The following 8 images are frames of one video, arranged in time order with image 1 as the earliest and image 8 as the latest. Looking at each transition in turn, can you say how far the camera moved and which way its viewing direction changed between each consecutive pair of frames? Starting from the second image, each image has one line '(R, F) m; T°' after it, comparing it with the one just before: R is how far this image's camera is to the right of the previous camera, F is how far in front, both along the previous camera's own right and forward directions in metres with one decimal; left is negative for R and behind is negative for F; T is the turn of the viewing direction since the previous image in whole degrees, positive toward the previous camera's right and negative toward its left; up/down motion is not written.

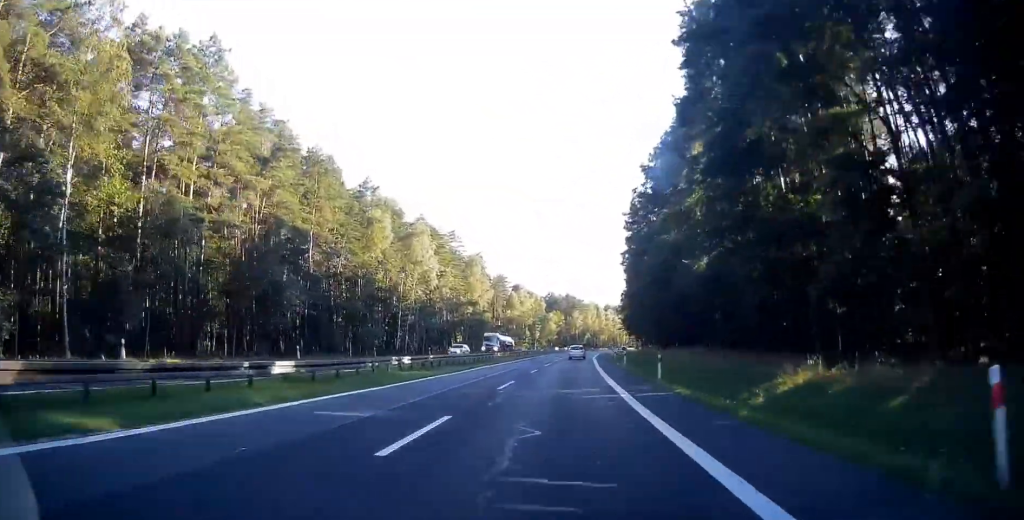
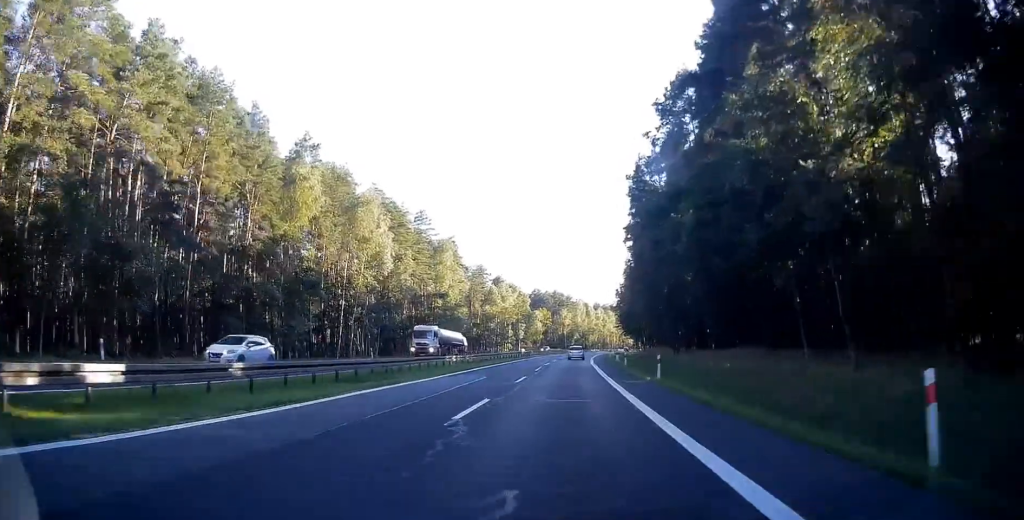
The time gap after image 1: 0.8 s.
(+0.3, +19.7) m; +2°
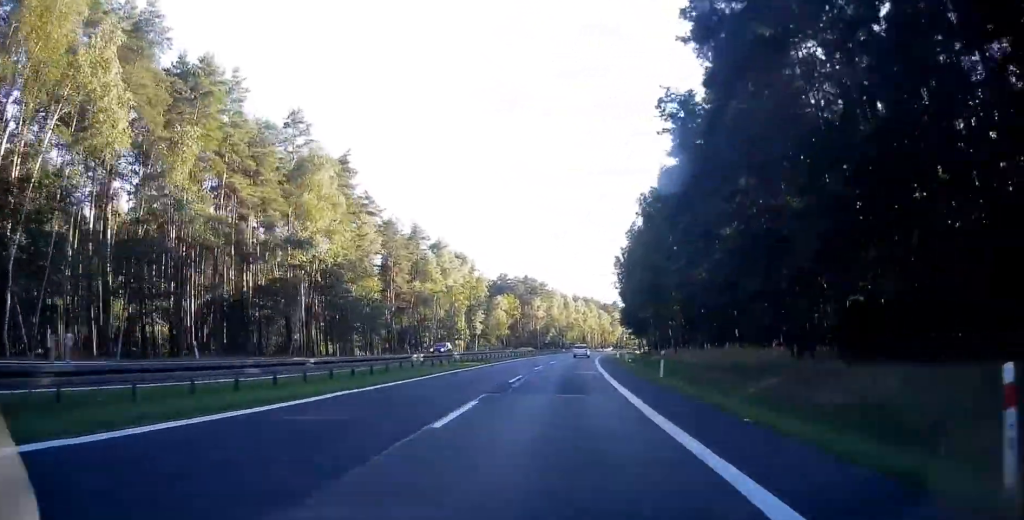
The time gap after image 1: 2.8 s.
(+1.0, +48.5) m; +2°
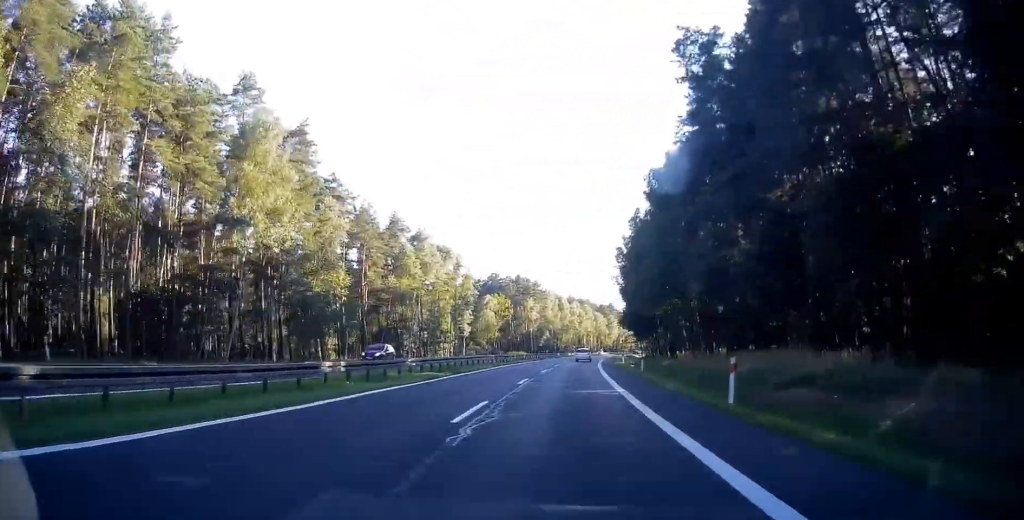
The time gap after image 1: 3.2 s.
(-0.1, +10.7) m; +1°
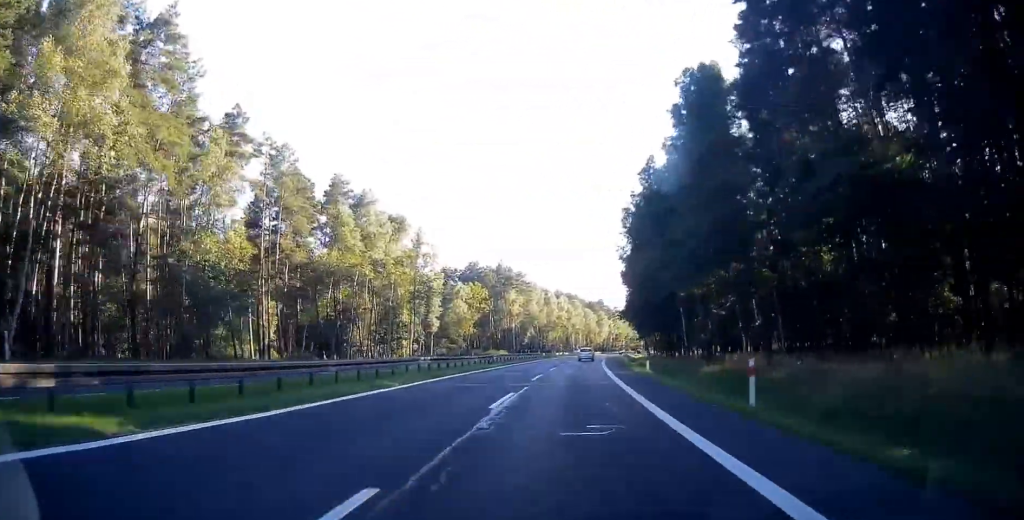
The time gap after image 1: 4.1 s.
(+0.5, +21.1) m; +2°
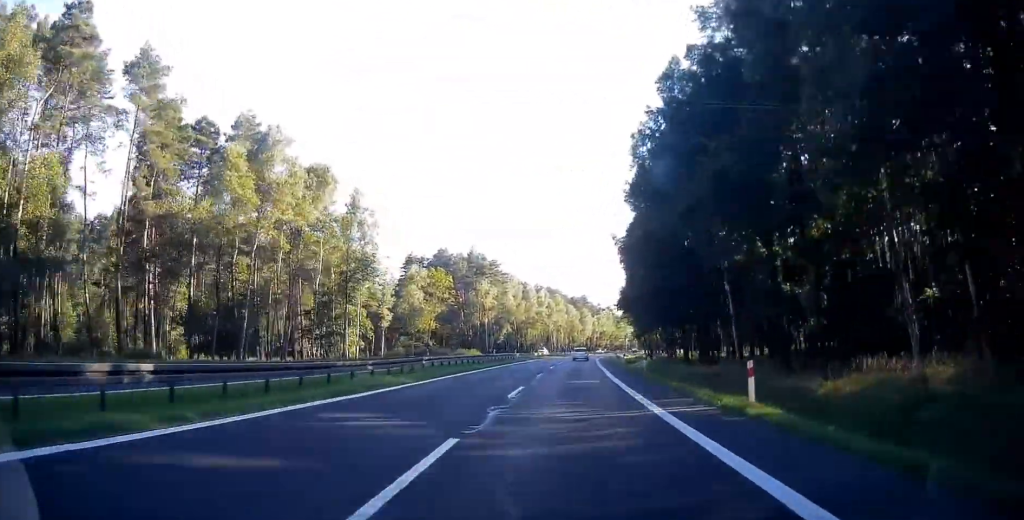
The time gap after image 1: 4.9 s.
(+0.4, +20.1) m; +2°
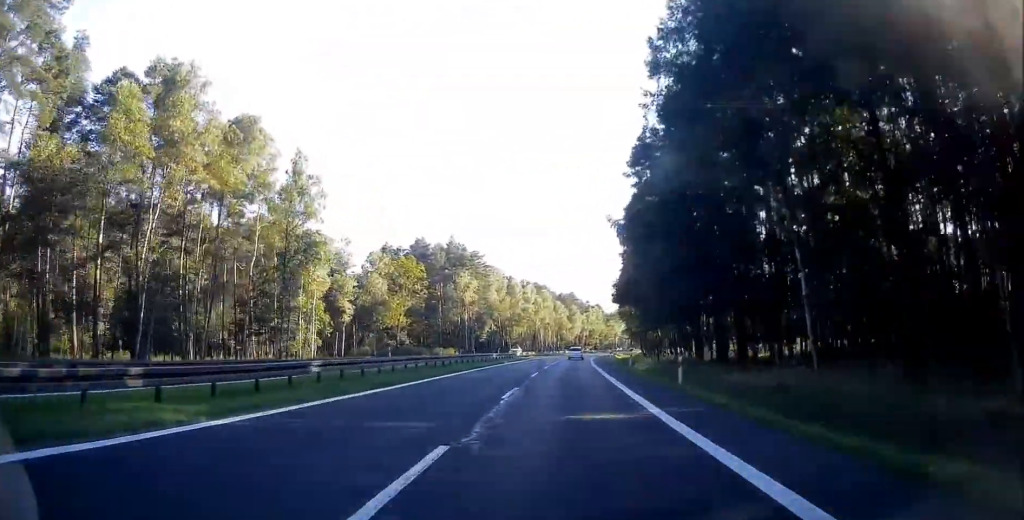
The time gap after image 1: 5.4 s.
(+0.1, +12.1) m; +1°
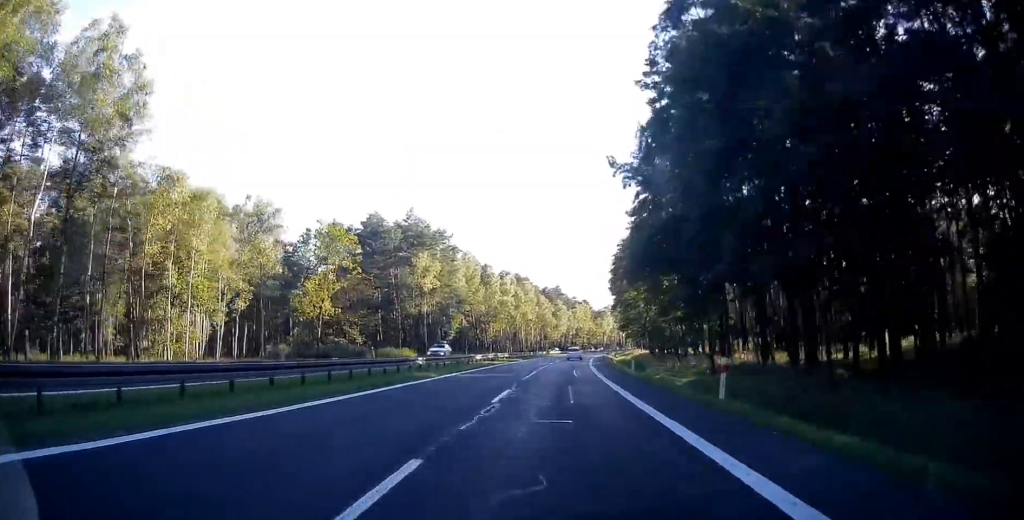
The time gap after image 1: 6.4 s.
(+0.4, +24.0) m; +1°
